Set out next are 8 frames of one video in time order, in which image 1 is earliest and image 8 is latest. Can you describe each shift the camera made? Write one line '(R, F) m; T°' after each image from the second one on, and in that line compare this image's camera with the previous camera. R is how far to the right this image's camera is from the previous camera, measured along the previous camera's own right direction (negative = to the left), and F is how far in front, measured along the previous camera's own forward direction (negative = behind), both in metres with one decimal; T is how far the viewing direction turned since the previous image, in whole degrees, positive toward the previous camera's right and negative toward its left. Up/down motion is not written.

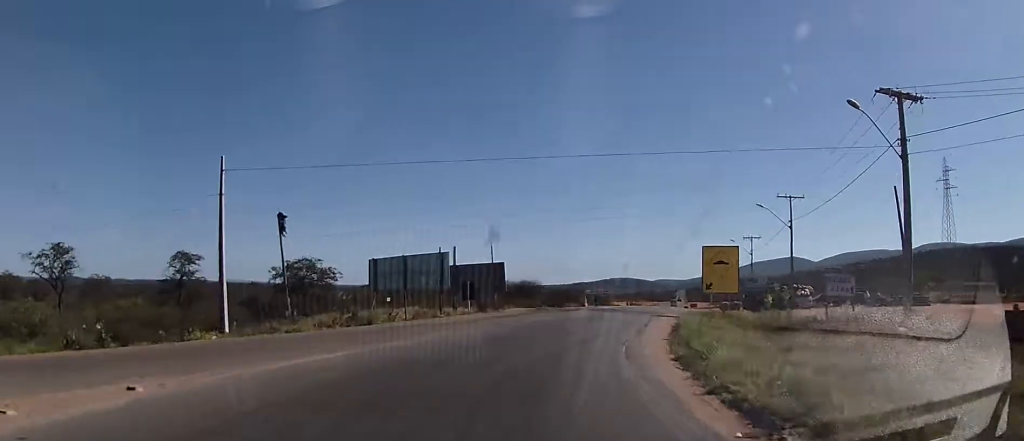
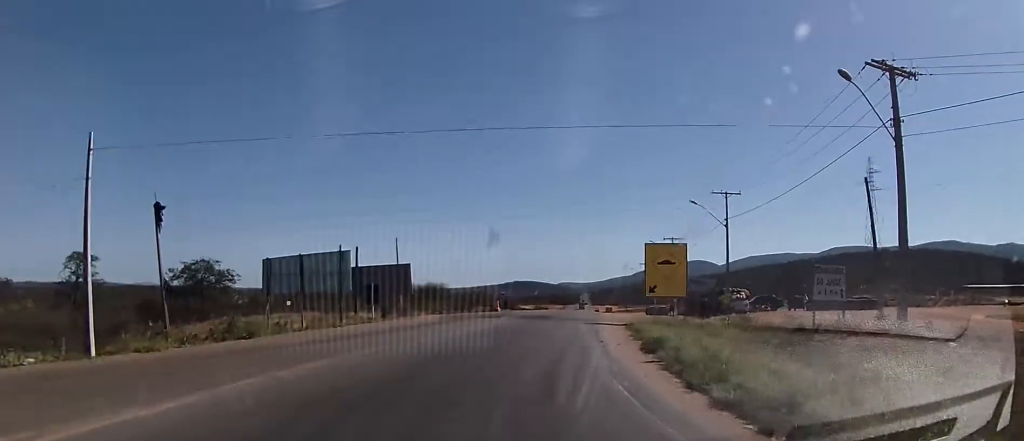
(+0.4, +5.1) m; +8°
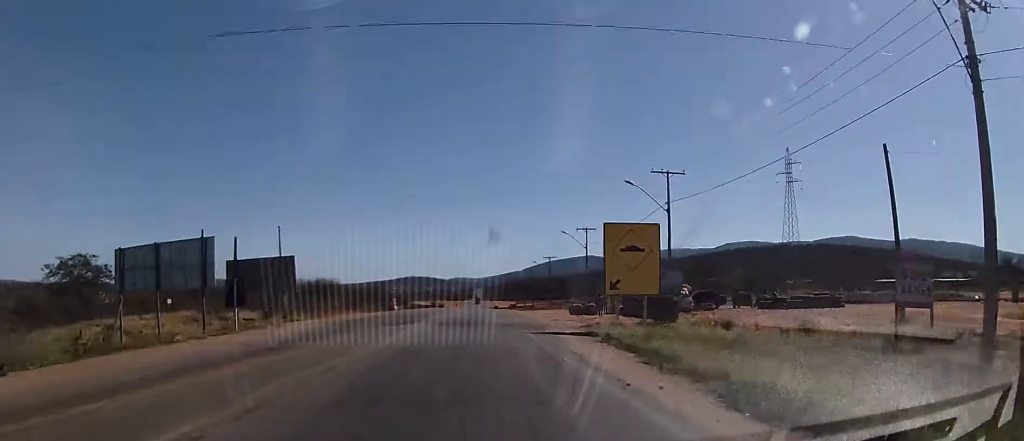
(+0.9, +8.2) m; +9°
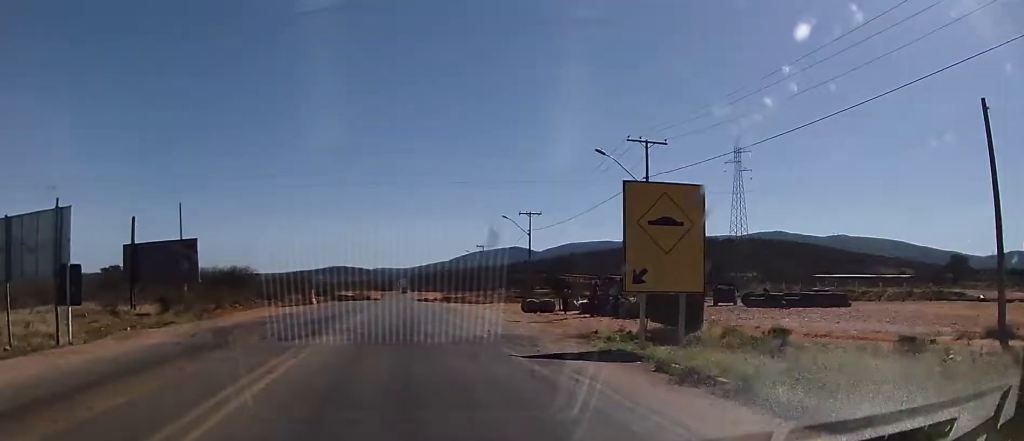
(+0.5, +8.3) m; +6°
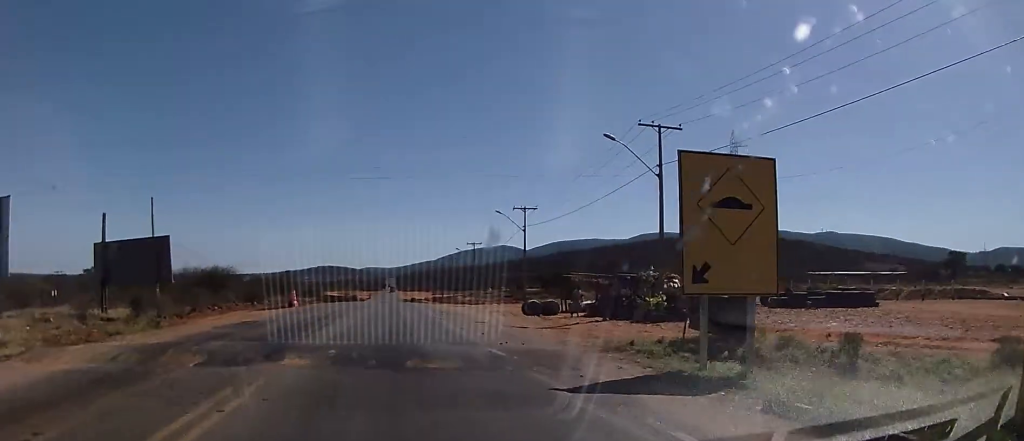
(+0.2, +3.8) m; +1°
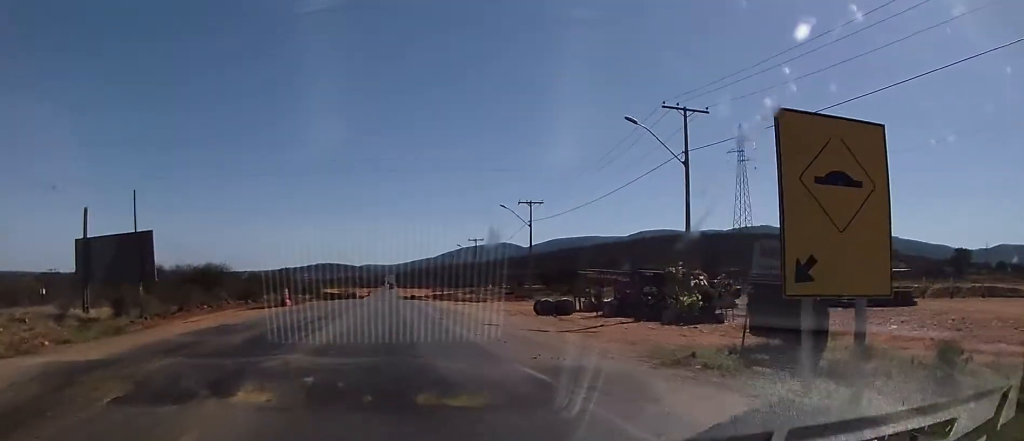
(+0.1, +3.5) m; +1°
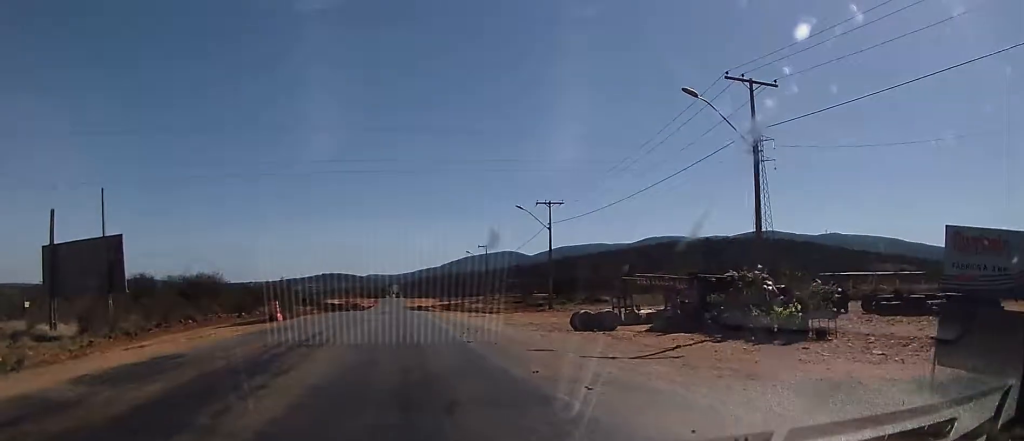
(0.0, +7.3) m; +2°
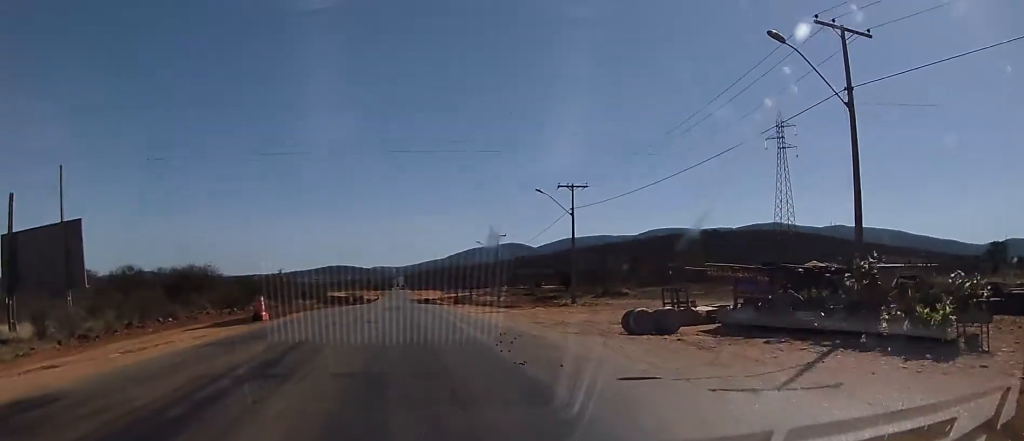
(0.0, +6.6) m; -4°
